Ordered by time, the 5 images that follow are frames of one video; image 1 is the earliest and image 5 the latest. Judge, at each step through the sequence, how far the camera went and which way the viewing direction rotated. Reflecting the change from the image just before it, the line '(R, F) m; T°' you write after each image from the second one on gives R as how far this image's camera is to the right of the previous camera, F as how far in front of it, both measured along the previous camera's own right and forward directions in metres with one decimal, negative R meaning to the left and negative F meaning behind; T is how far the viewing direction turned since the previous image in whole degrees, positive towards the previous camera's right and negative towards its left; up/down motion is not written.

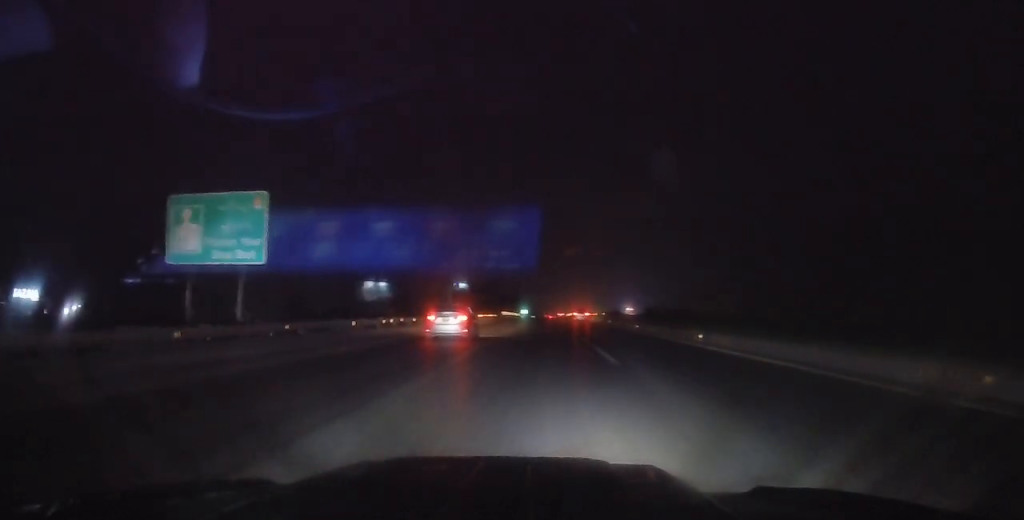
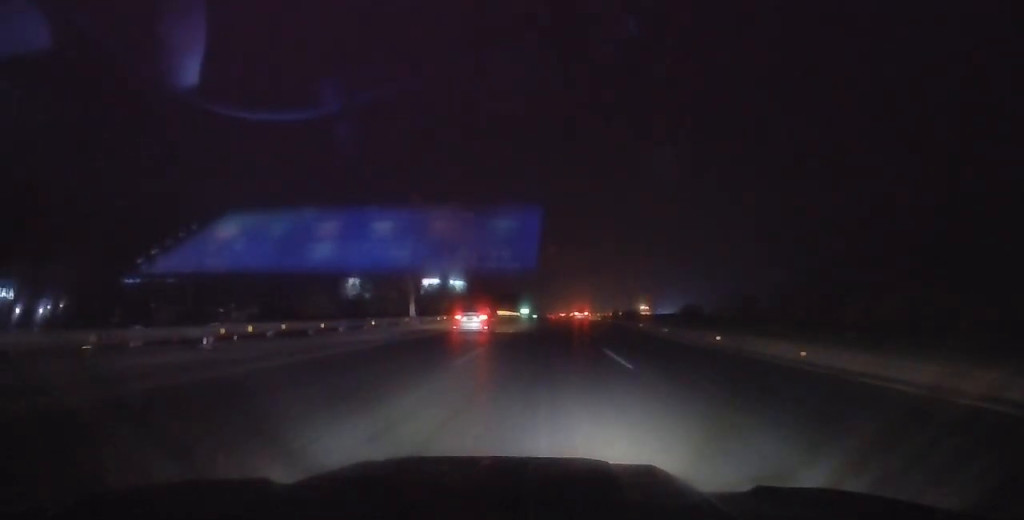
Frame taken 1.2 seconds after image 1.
(-0.3, +18.7) m; -1°
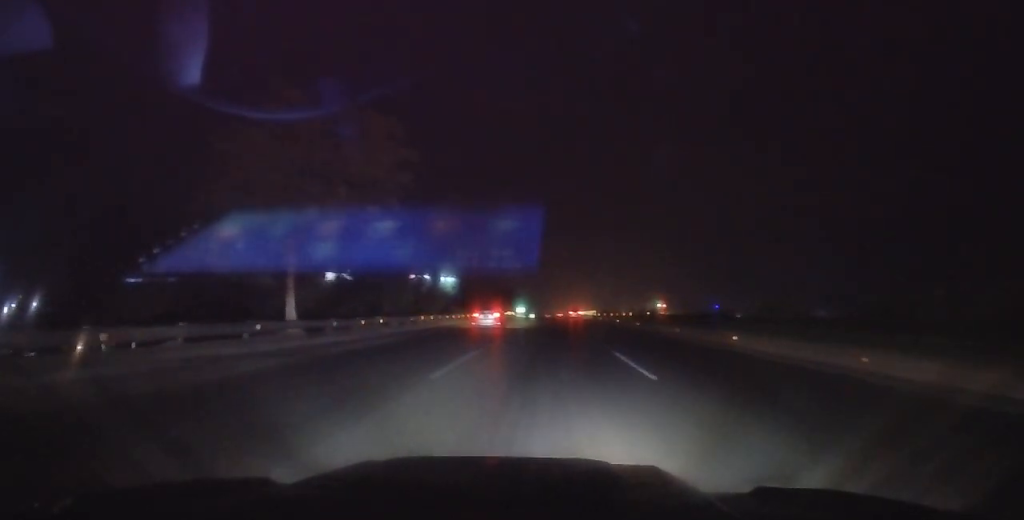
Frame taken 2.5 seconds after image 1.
(0.0, +20.8) m; 0°
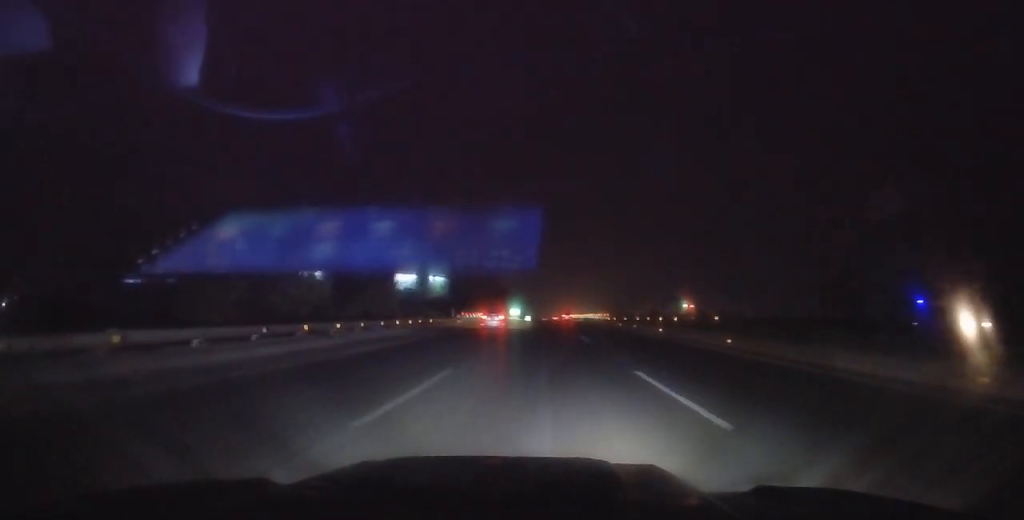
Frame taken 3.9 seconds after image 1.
(0.0, +21.9) m; 0°
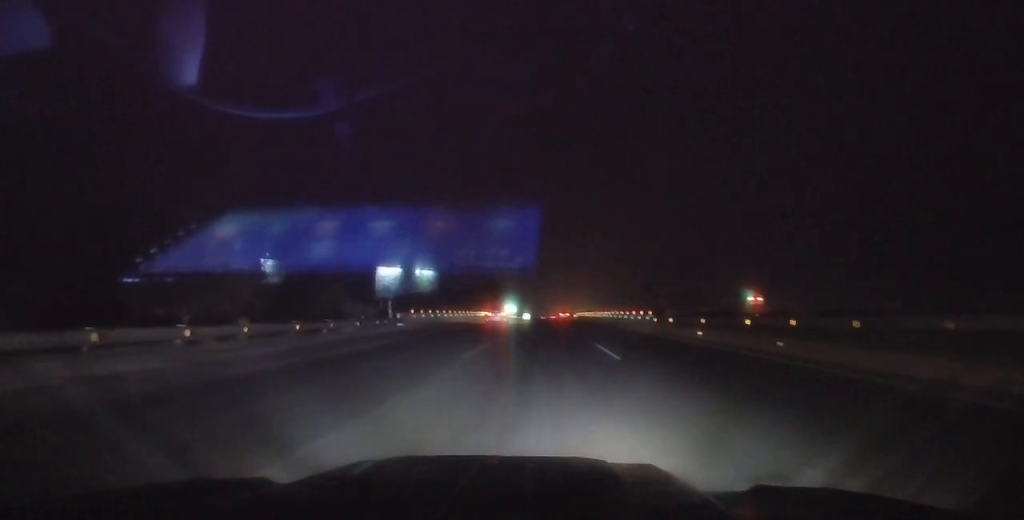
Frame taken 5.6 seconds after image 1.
(-0.6, +27.3) m; 0°
